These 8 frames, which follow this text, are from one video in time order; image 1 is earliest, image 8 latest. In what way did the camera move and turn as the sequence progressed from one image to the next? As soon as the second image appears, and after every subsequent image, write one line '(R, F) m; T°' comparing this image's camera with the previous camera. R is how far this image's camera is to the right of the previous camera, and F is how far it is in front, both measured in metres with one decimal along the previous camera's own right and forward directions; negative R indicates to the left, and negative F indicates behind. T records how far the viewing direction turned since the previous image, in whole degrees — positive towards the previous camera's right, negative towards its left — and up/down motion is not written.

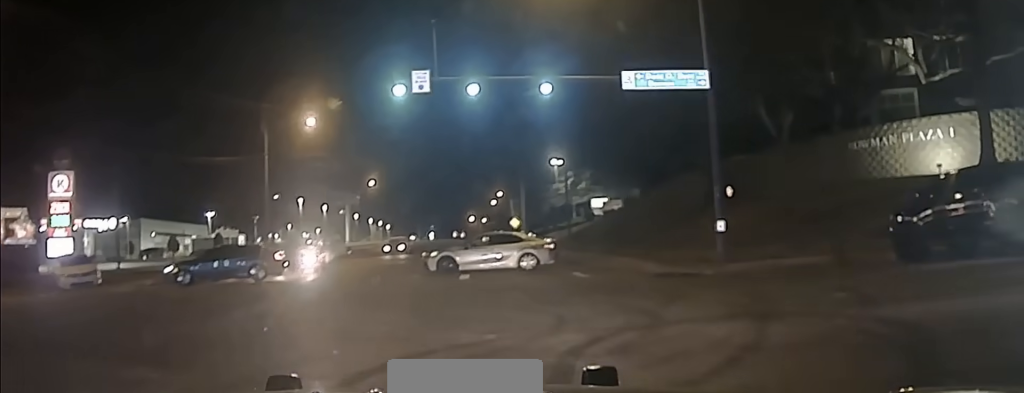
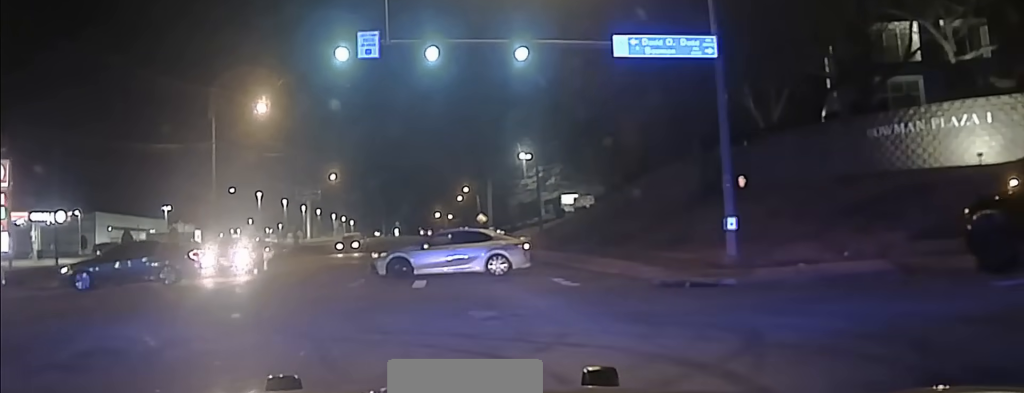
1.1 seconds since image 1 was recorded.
(0.0, +5.1) m; -6°
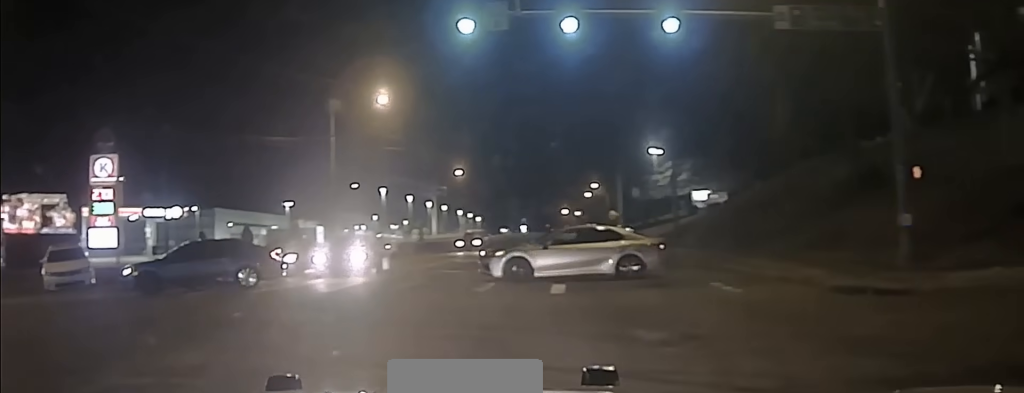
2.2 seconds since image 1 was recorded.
(-0.5, +3.5) m; -25°
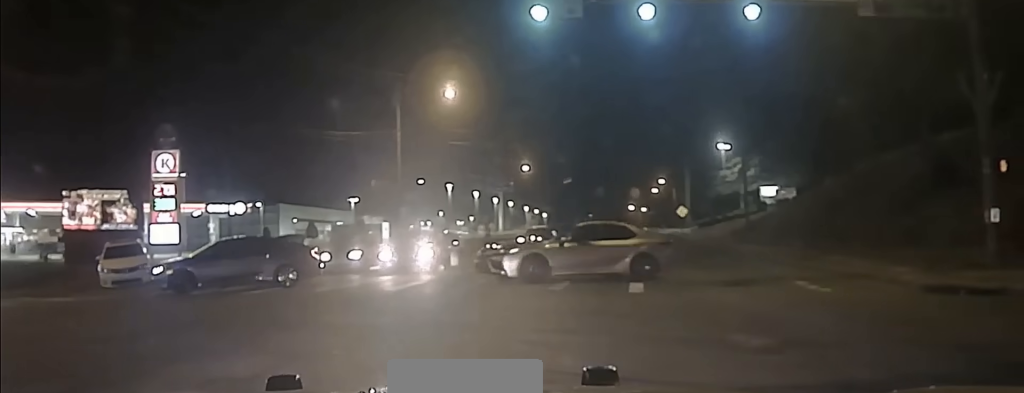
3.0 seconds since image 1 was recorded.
(-0.6, +2.5) m; -25°
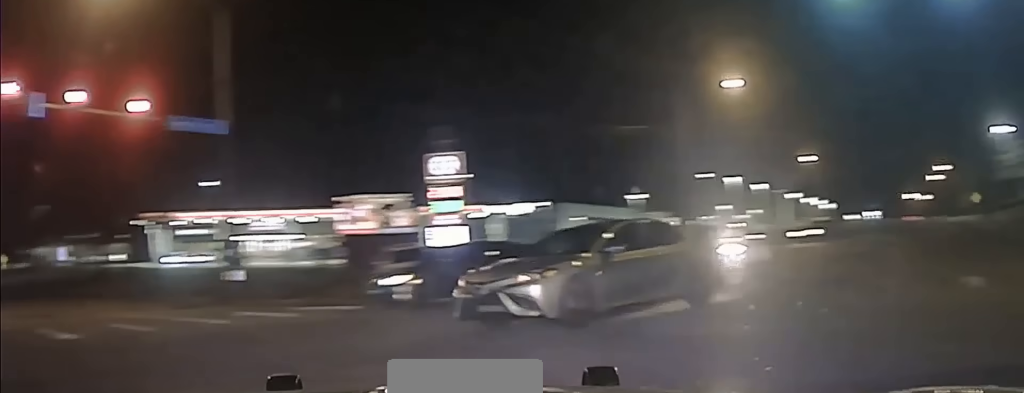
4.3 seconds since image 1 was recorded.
(-1.3, +3.7) m; -41°
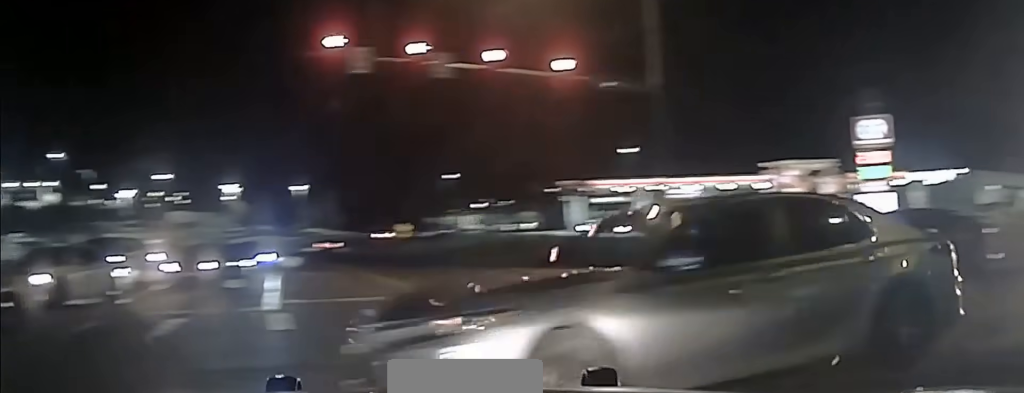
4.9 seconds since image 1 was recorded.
(-0.5, +2.2) m; -22°
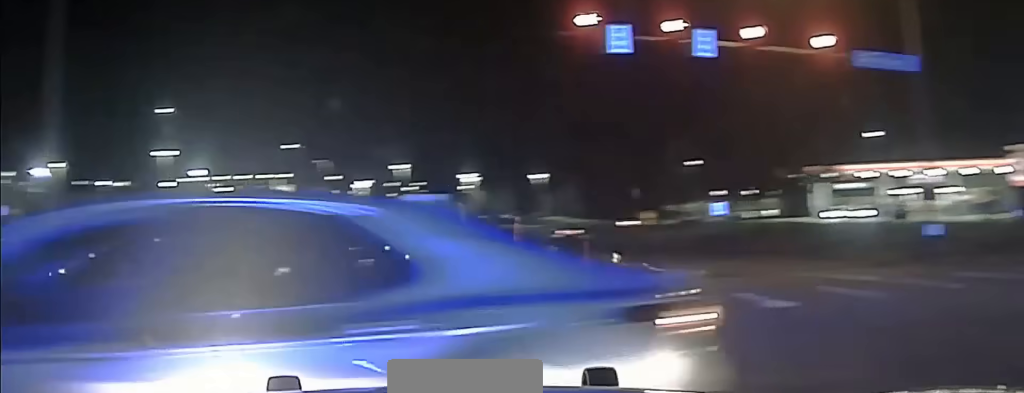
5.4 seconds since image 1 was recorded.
(-0.2, +1.4) m; -17°
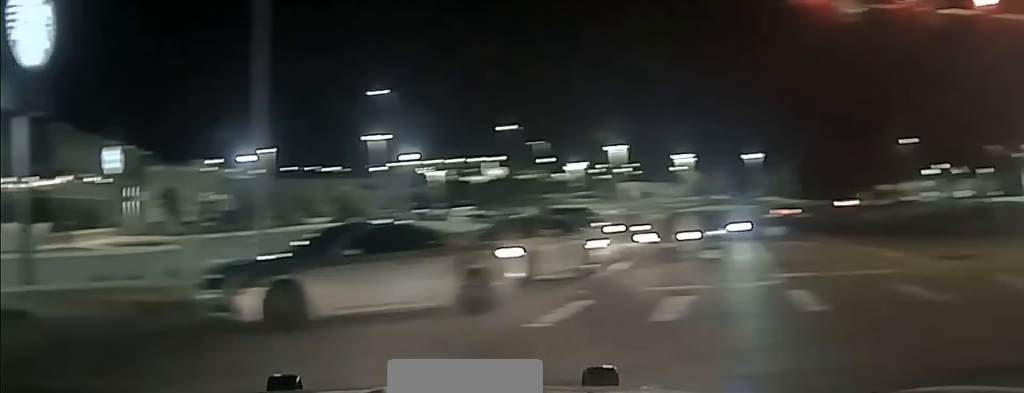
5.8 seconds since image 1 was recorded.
(0.0, +1.5) m; -18°
